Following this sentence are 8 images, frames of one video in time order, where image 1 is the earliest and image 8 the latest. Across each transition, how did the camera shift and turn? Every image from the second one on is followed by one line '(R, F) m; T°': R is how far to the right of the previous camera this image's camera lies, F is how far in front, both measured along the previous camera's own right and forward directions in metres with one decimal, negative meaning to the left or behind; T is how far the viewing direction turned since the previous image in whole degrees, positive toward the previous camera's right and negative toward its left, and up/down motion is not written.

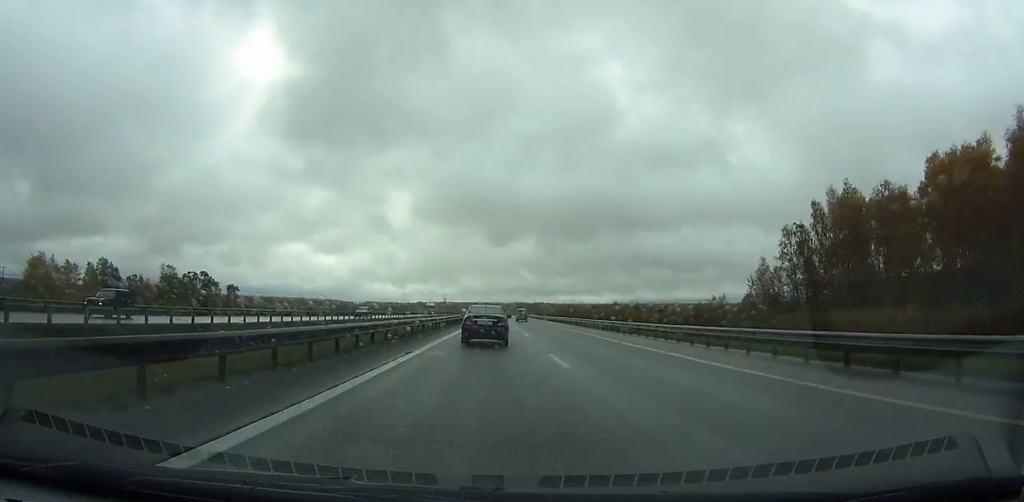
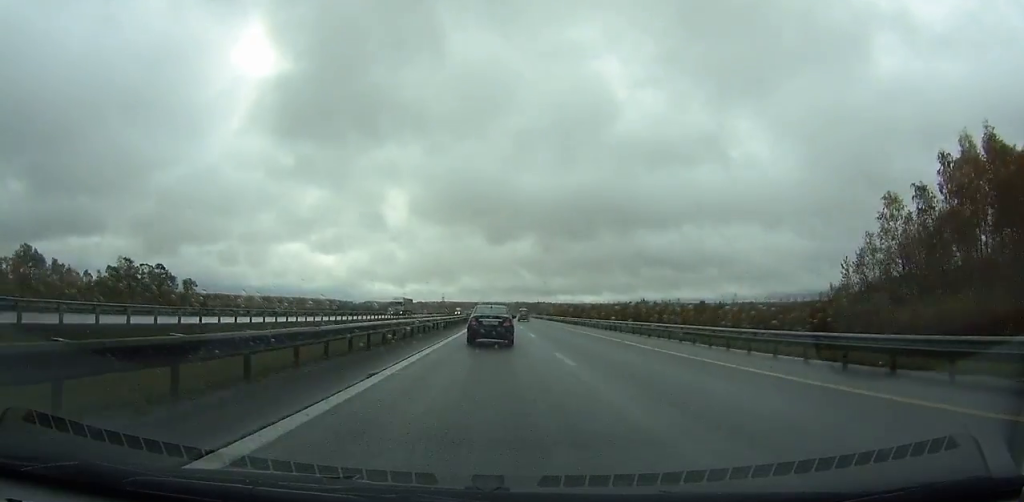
(0.0, +31.1) m; 0°
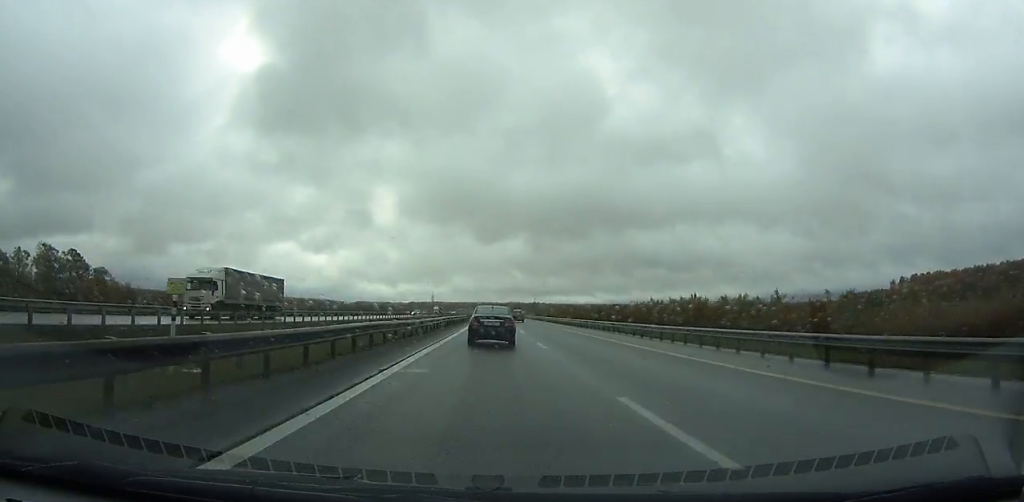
(0.0, +42.2) m; 0°
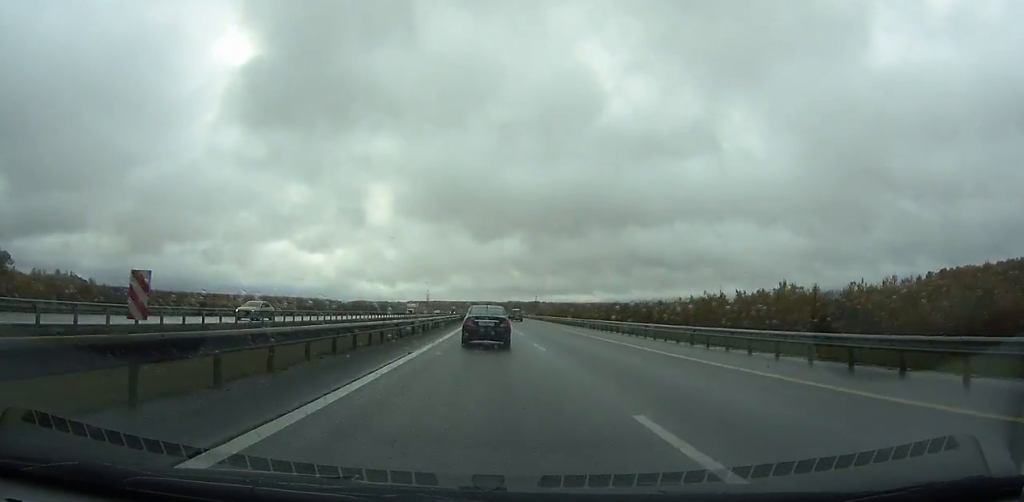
(+0.1, +33.5) m; 0°
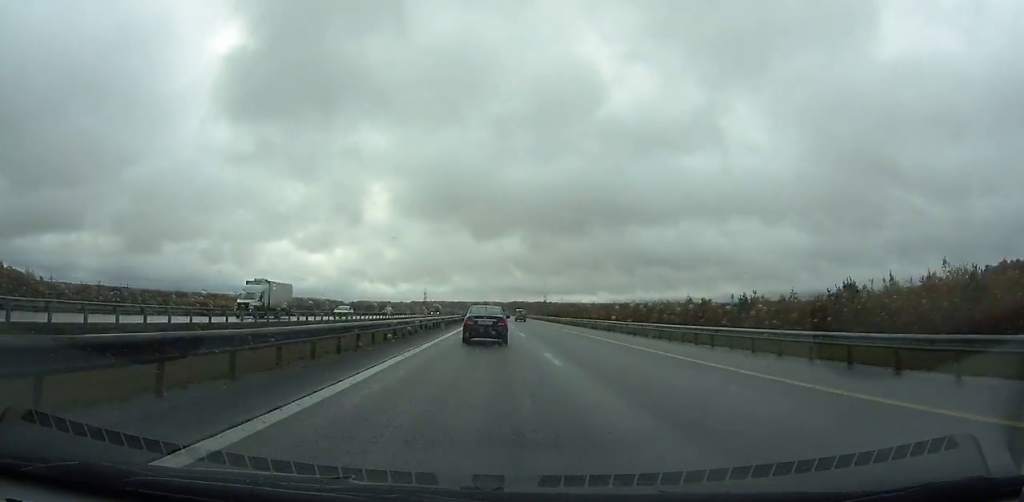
(0.0, +53.9) m; 0°
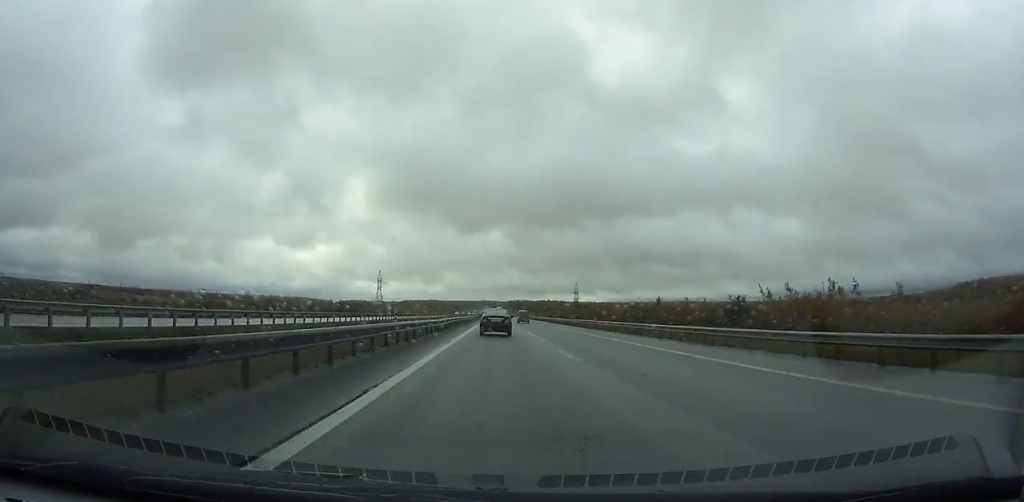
(-0.7, +190.0) m; 0°
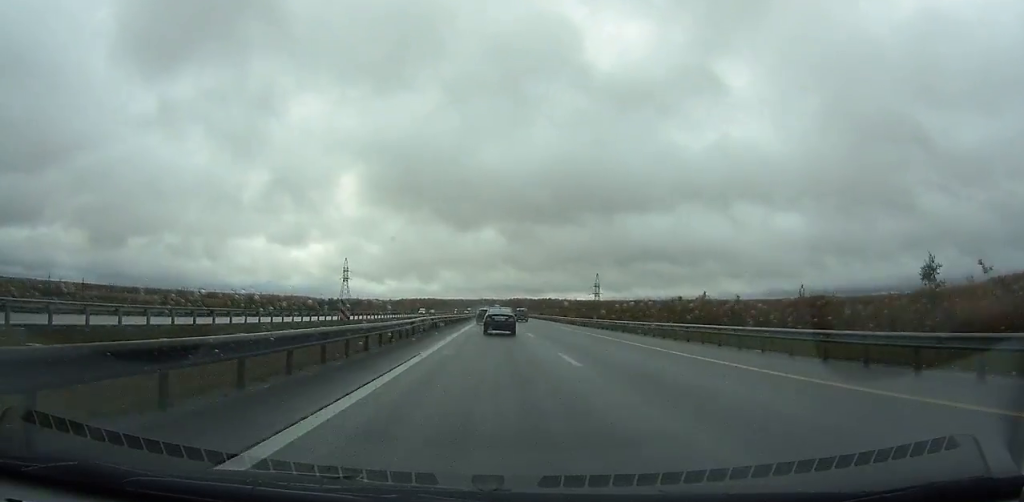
(+0.2, +63.8) m; 0°
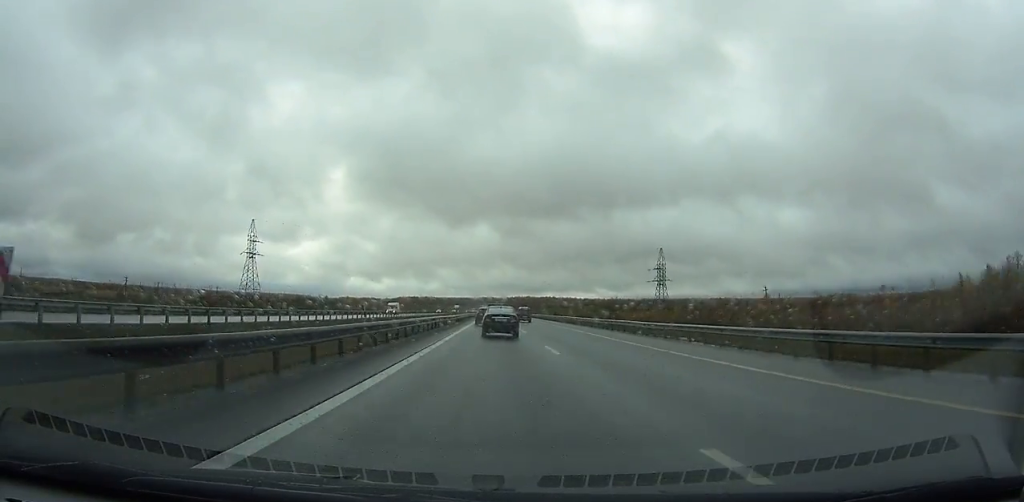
(-0.2, +90.8) m; 0°
